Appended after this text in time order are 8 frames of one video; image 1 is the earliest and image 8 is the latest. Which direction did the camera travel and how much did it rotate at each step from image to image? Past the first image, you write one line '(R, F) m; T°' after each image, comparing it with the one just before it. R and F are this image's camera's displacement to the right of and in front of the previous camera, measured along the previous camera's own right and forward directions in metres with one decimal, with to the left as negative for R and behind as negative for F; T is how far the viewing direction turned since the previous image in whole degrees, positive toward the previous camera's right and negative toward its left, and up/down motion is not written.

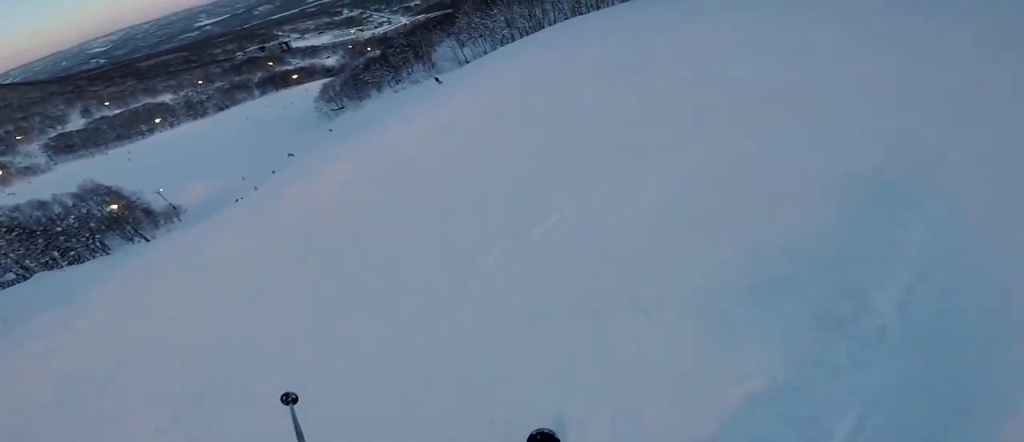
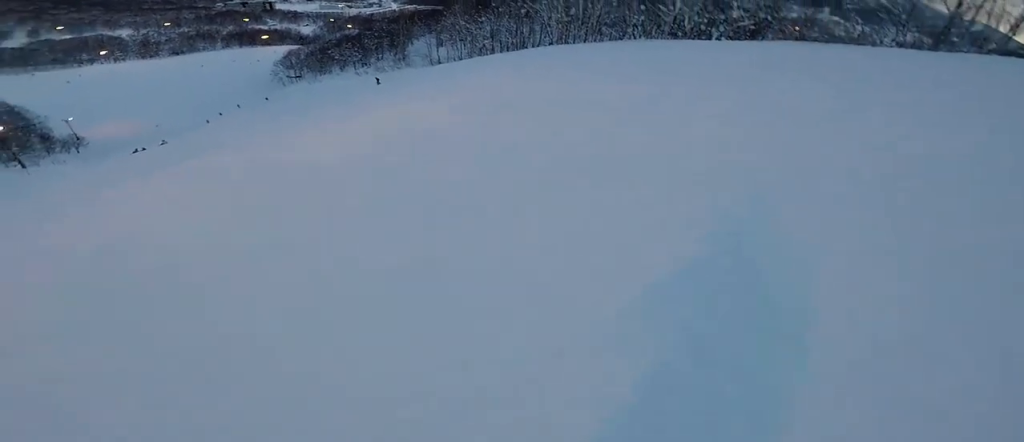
(+0.1, +4.0) m; -4°
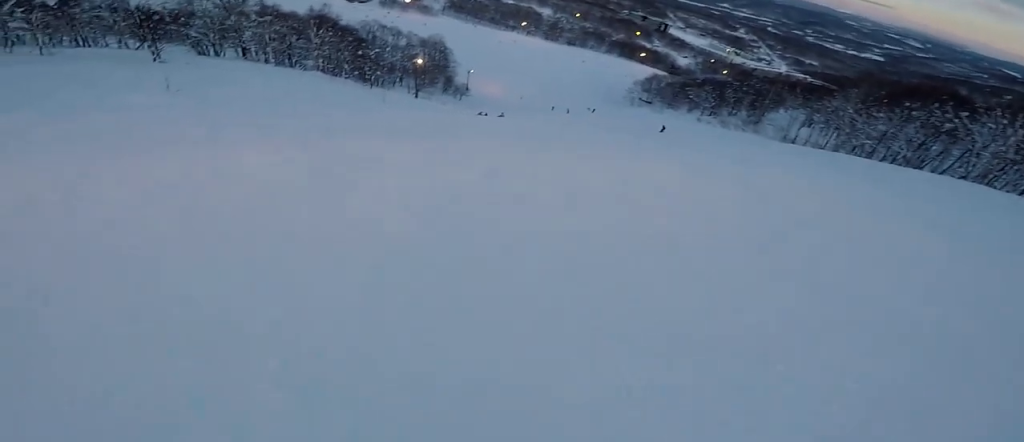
(-0.6, +4.4) m; -27°
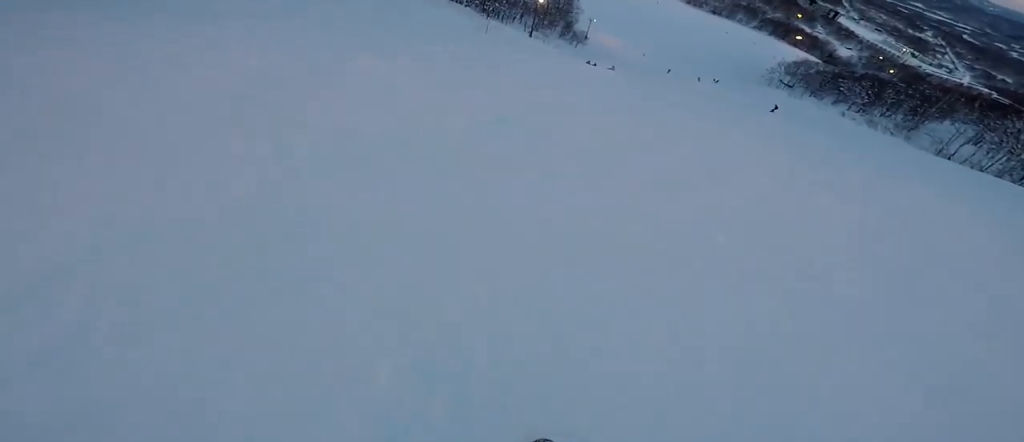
(+0.6, +1.8) m; -15°
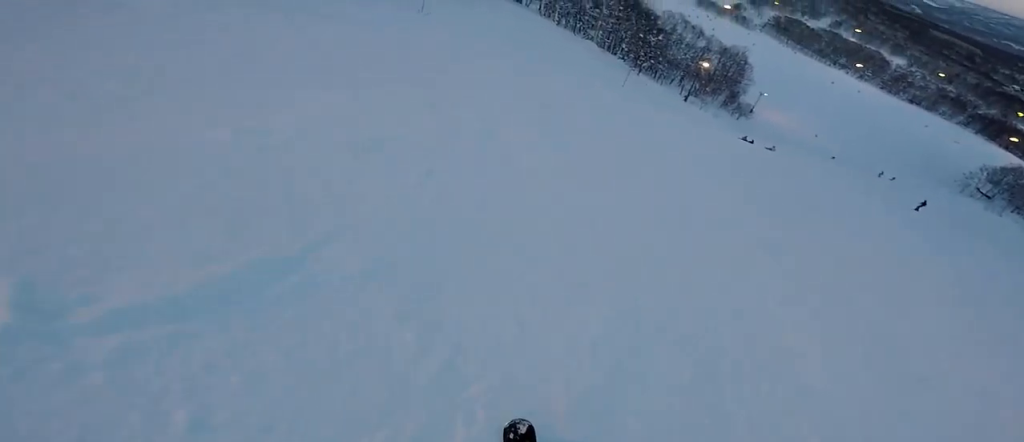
(-1.9, +3.2) m; -21°
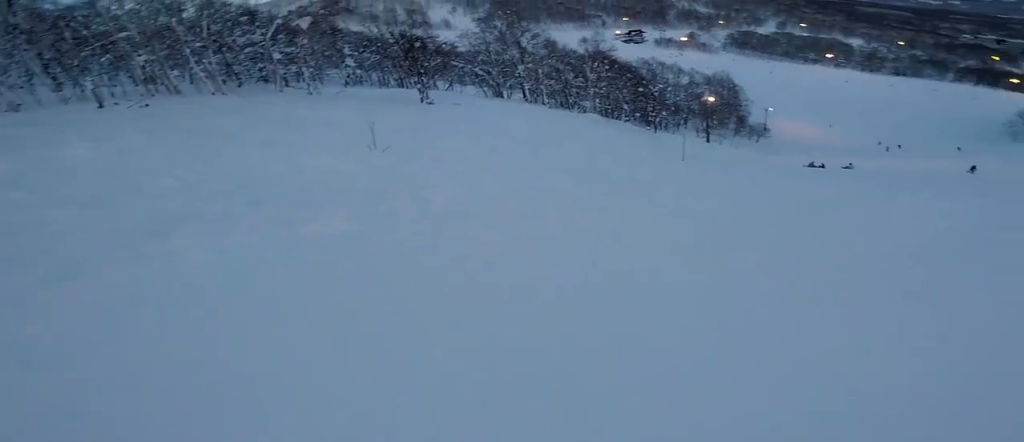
(+0.5, +9.5) m; +47°
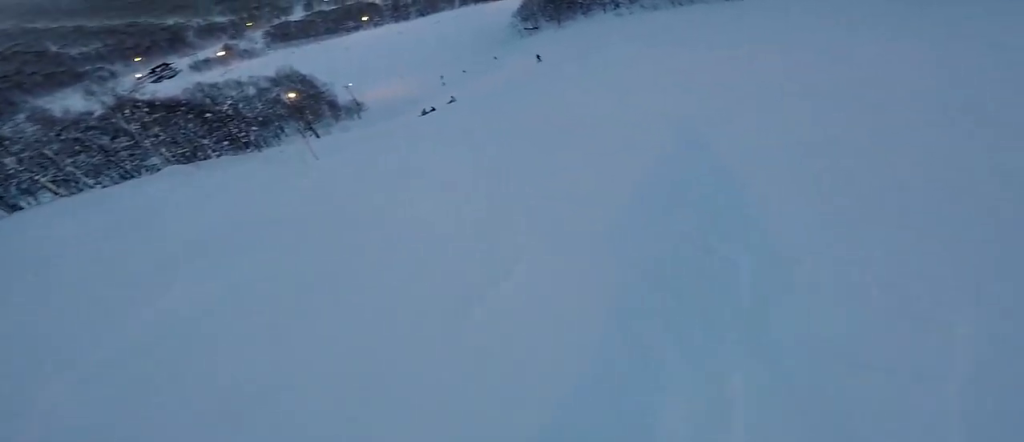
(+2.0, +3.6) m; +29°
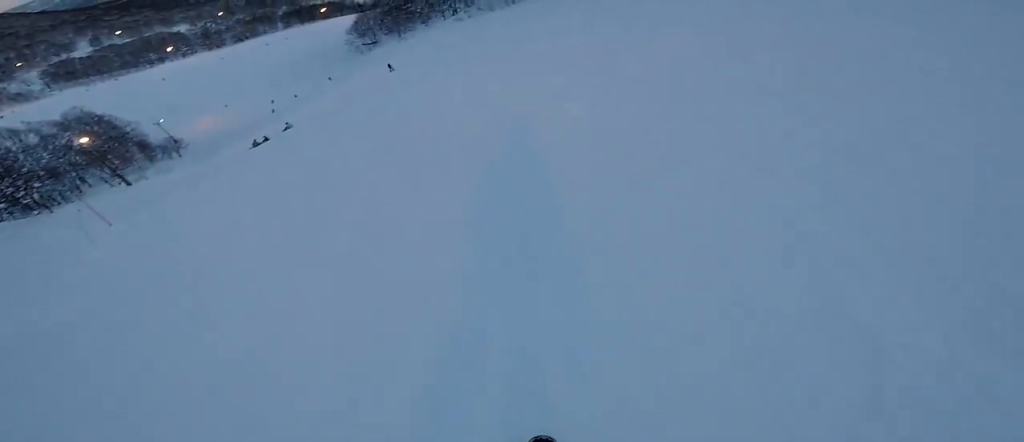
(+0.4, +2.3) m; +8°
